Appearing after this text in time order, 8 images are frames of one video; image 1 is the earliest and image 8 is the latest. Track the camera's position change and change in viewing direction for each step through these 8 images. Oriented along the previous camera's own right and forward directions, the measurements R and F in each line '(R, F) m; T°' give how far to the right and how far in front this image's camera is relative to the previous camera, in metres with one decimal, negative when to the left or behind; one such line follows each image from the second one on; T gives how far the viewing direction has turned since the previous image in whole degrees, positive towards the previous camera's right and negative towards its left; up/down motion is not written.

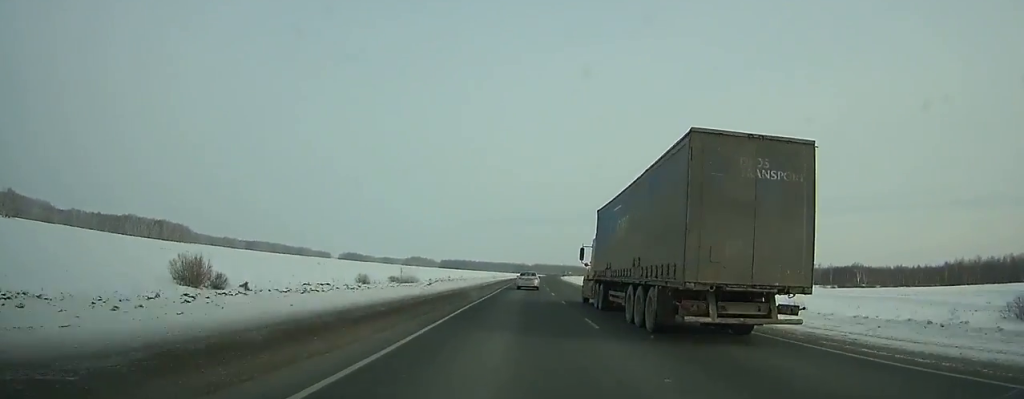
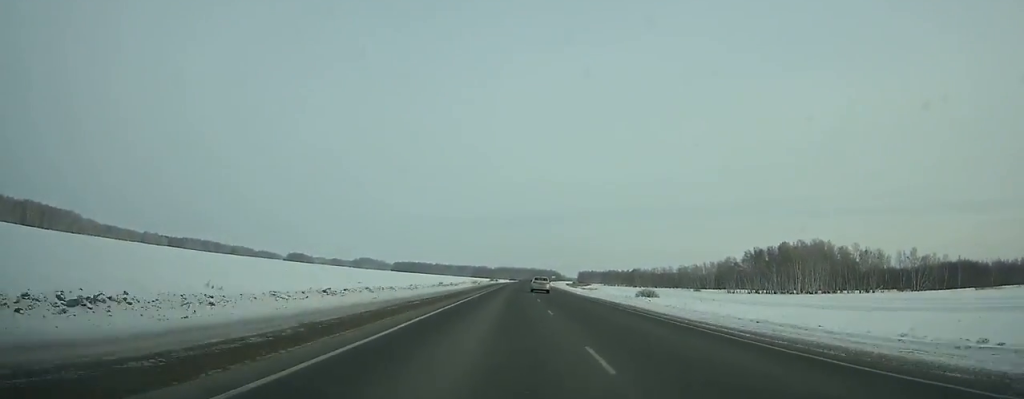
(+3.9, +151.8) m; +3°
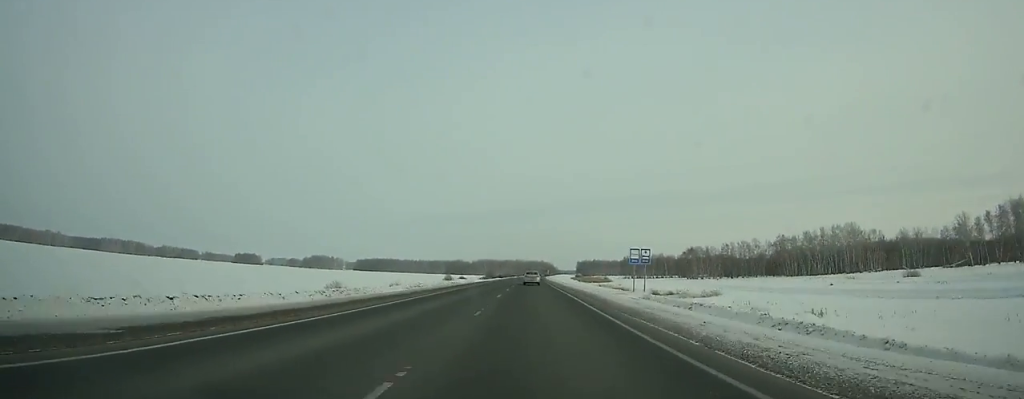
(+4.1, +204.8) m; +2°
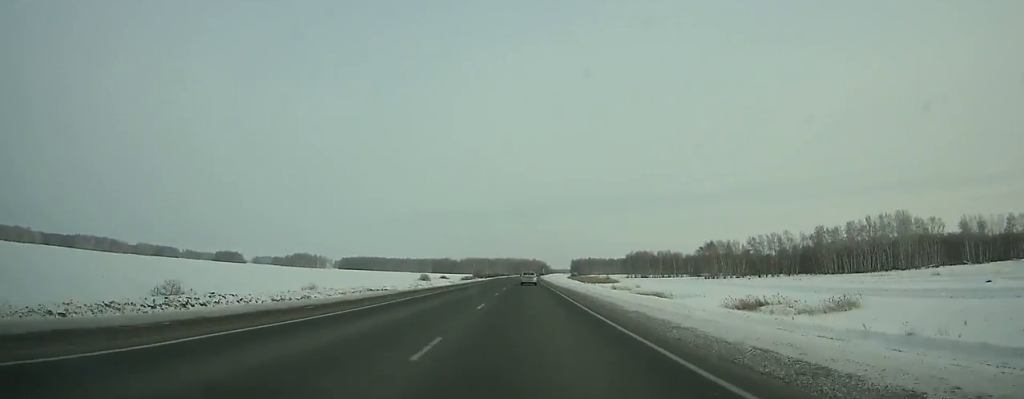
(0.0, +45.1) m; 0°
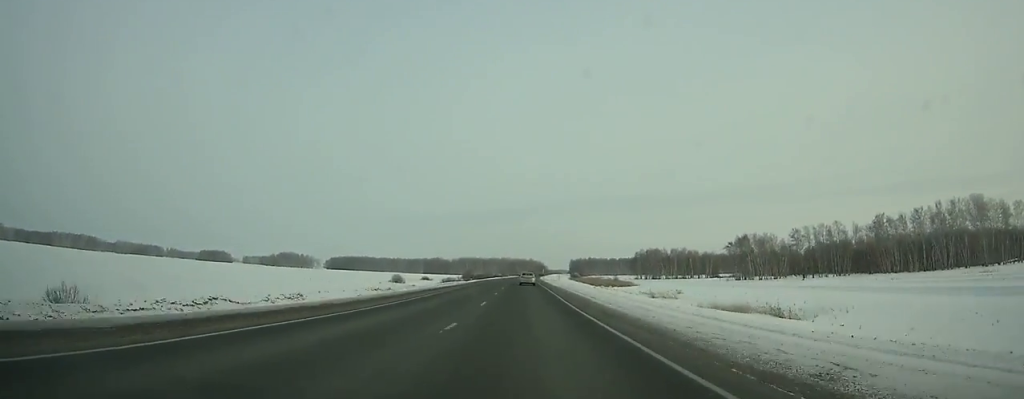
(+0.4, +44.4) m; 0°
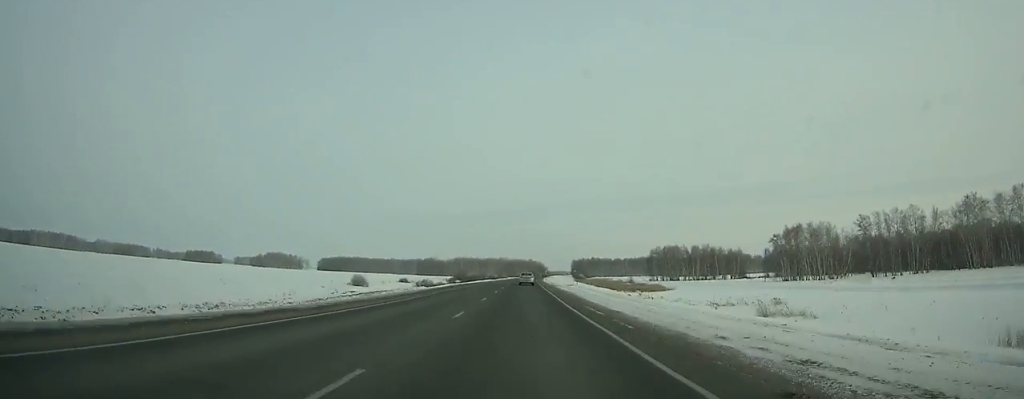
(+0.2, +44.3) m; 0°
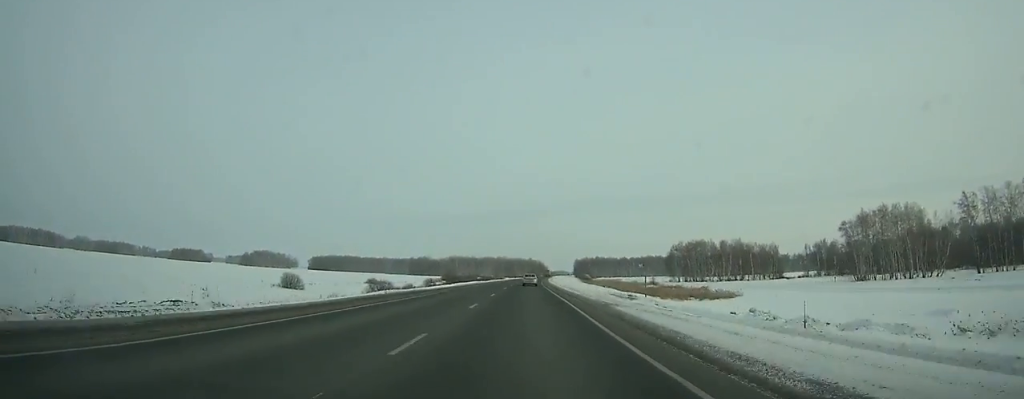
(0.0, +43.7) m; 0°
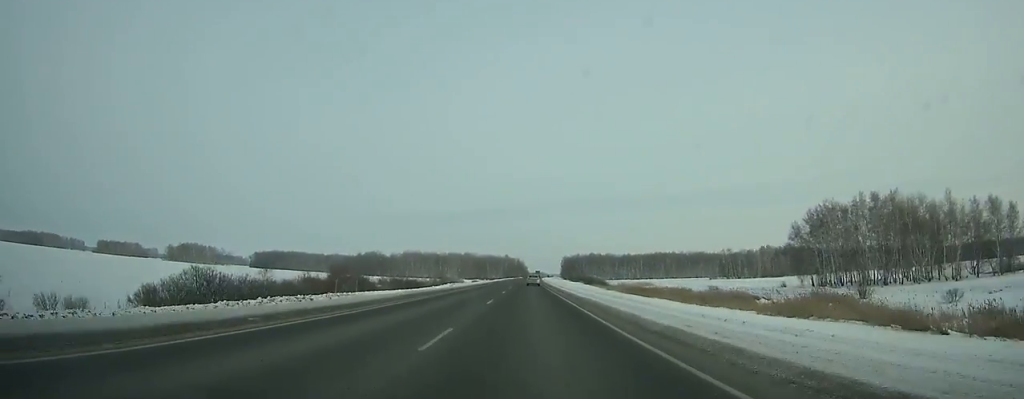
(+2.0, +141.7) m; +2°
